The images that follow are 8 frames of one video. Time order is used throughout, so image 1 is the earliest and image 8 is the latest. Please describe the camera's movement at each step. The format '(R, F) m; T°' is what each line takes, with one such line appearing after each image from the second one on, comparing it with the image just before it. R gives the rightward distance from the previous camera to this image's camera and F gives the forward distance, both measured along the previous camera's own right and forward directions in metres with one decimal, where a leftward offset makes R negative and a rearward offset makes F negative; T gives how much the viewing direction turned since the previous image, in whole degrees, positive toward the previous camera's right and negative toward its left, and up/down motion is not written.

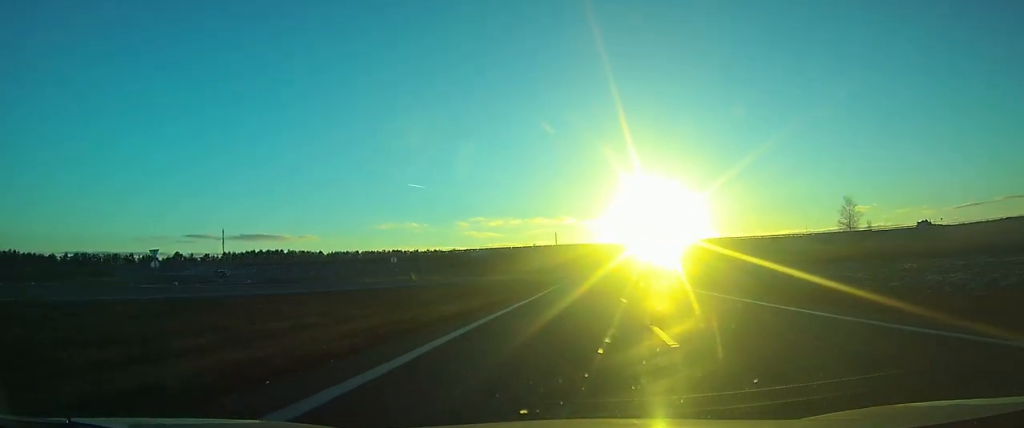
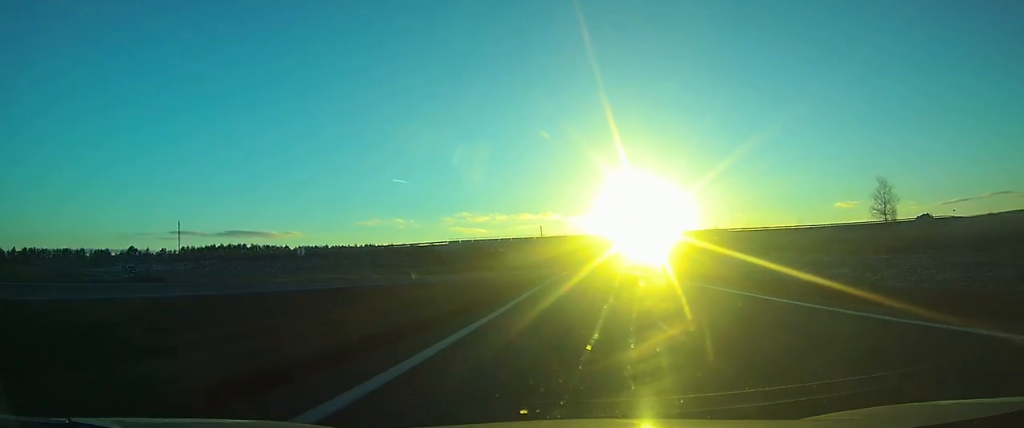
(+0.4, +22.9) m; +1°
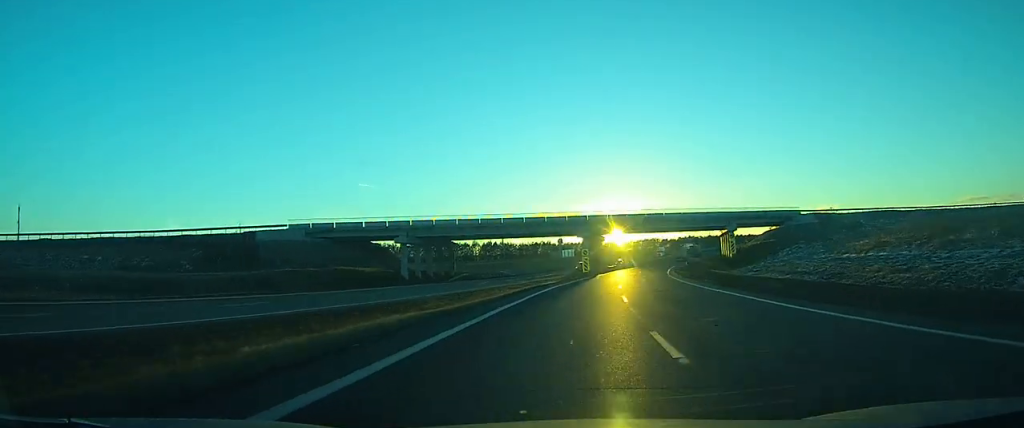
(+2.3, +69.2) m; +4°
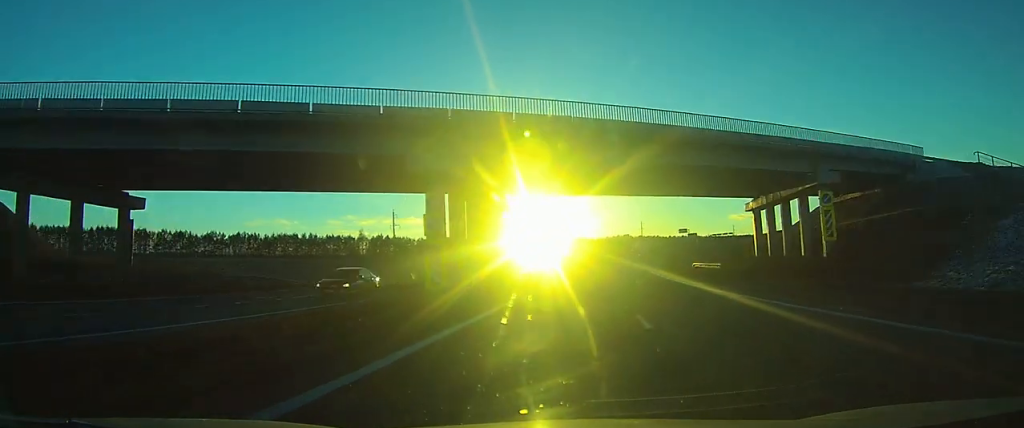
(+2.4, +59.0) m; +5°
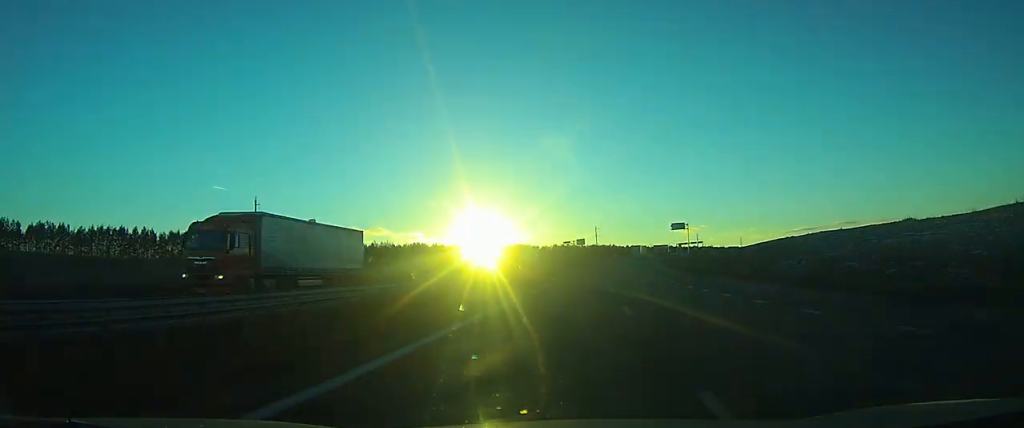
(+4.0, +68.3) m; +6°
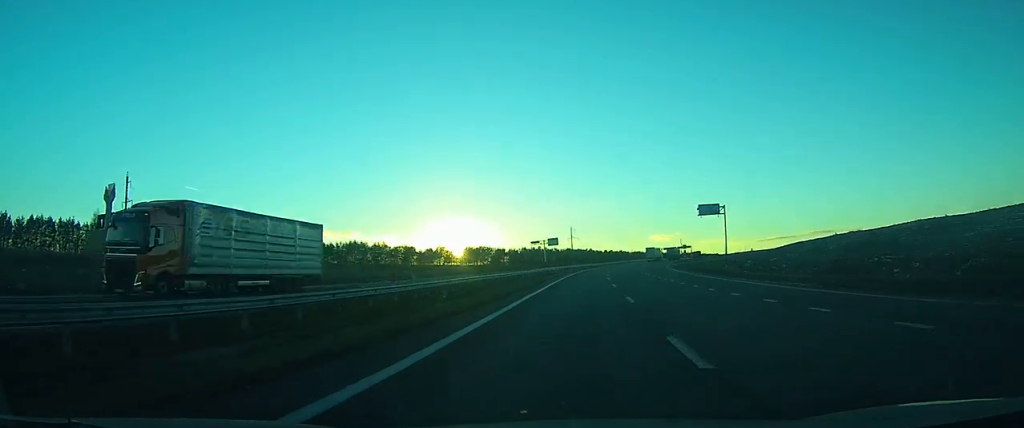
(+1.1, +40.6) m; +3°
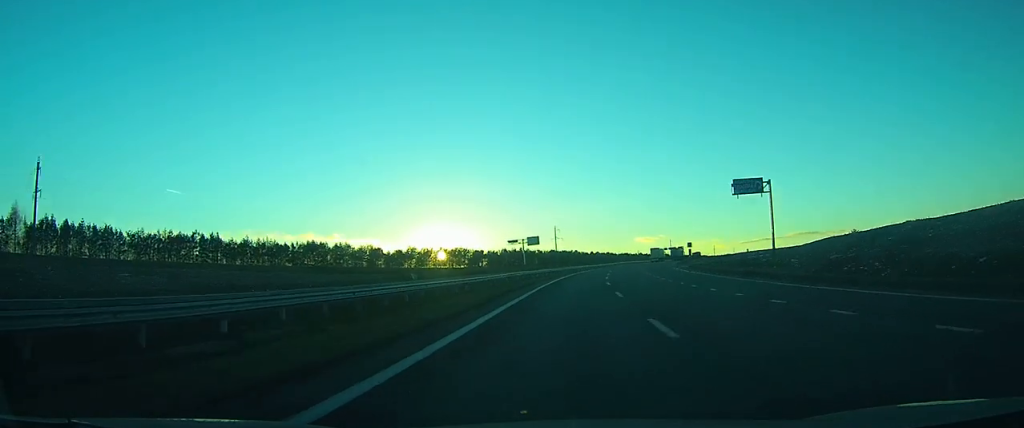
(+0.5, +20.0) m; +1°
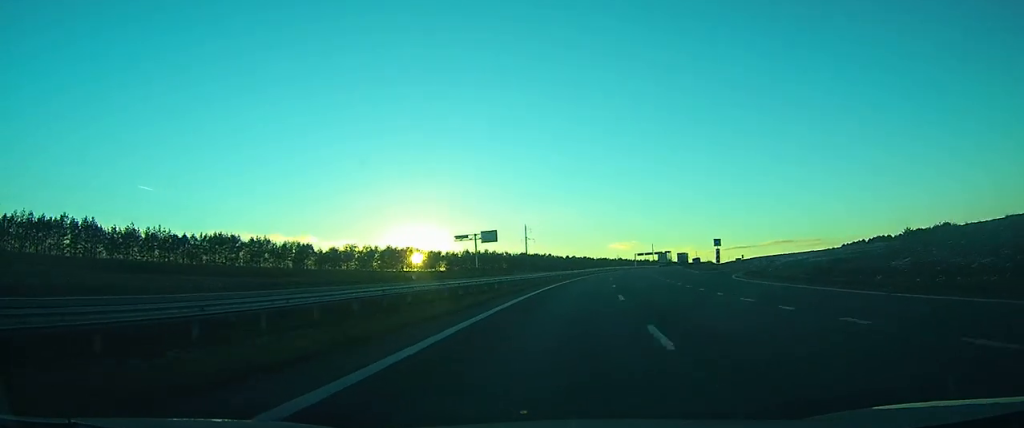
(+0.7, +35.7) m; +3°
